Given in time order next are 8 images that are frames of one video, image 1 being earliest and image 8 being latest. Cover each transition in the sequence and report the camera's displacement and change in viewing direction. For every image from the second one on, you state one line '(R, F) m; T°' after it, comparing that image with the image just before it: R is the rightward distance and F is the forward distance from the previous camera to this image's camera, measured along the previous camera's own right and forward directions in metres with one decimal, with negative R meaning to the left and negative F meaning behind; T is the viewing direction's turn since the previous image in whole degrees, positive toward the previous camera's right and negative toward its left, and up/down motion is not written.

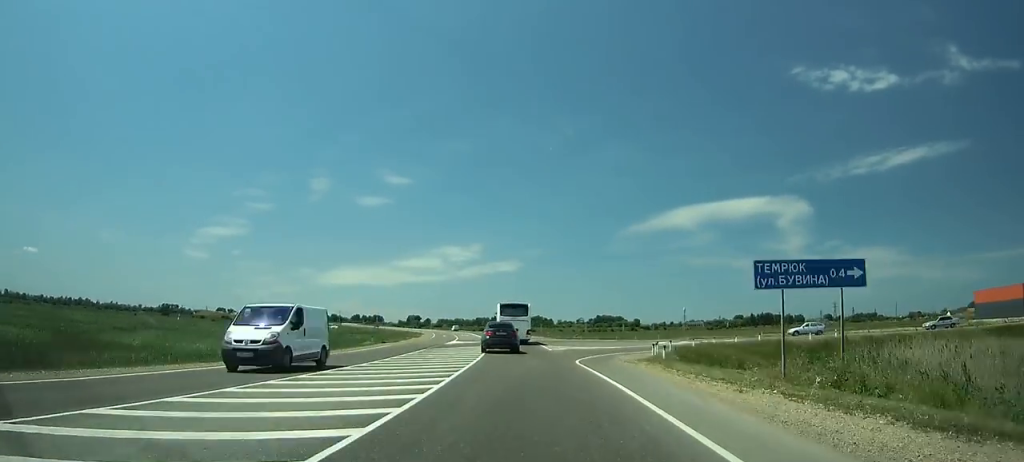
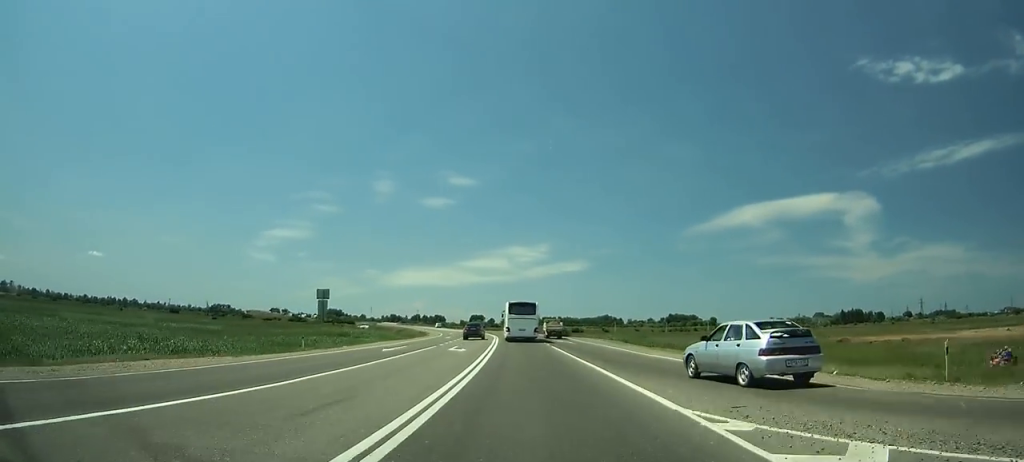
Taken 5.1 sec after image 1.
(-3.3, +68.9) m; -6°
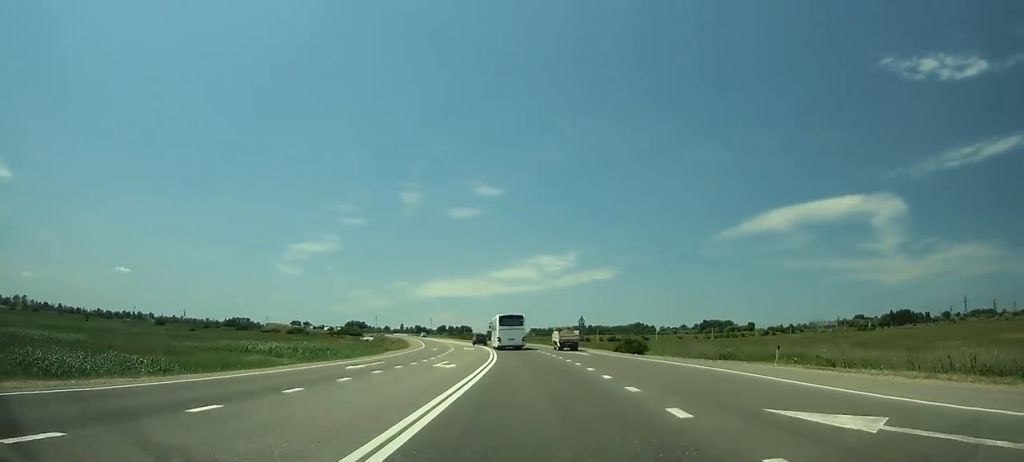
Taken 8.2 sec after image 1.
(-1.5, +45.6) m; -4°
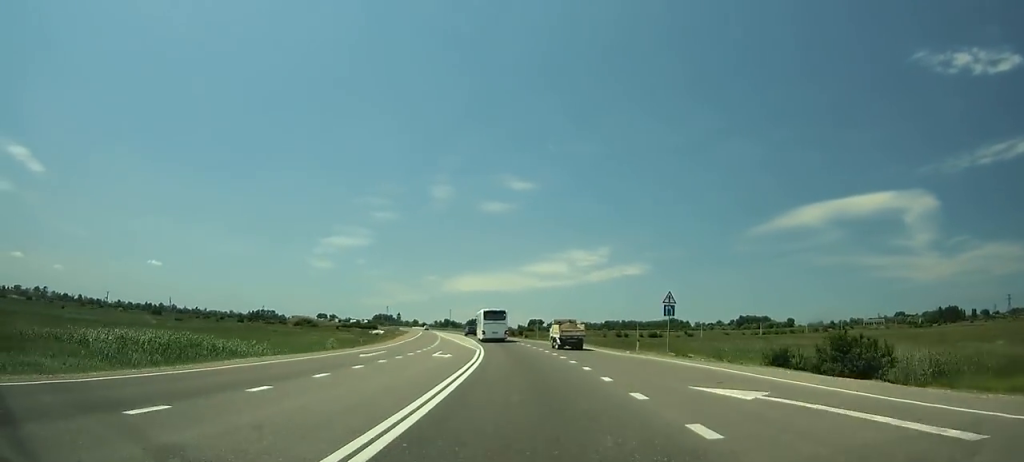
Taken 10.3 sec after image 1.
(-1.1, +33.5) m; -4°
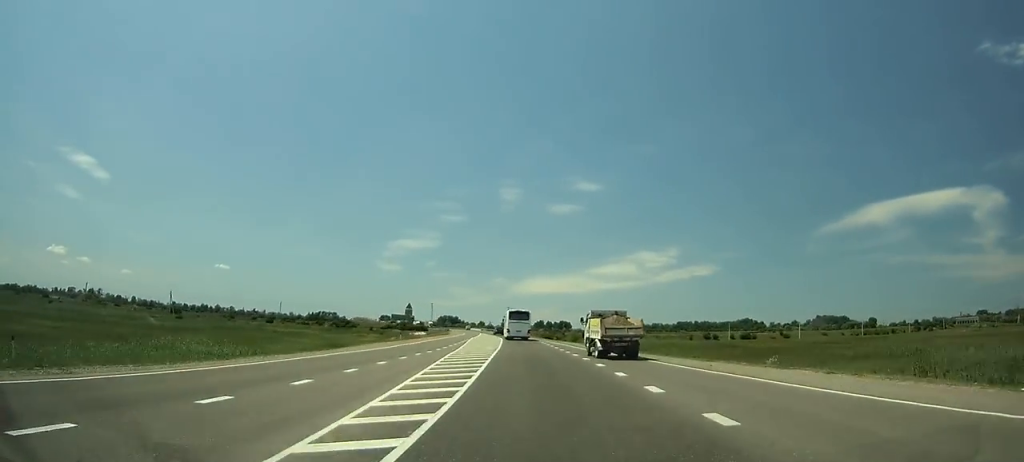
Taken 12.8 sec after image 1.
(-1.9, +42.1) m; -5°
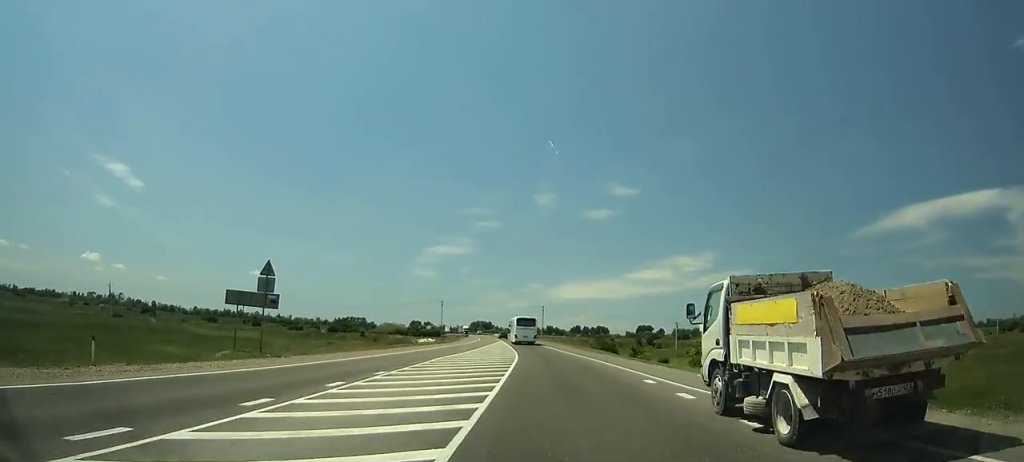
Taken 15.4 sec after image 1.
(-2.0, +46.8) m; -4°
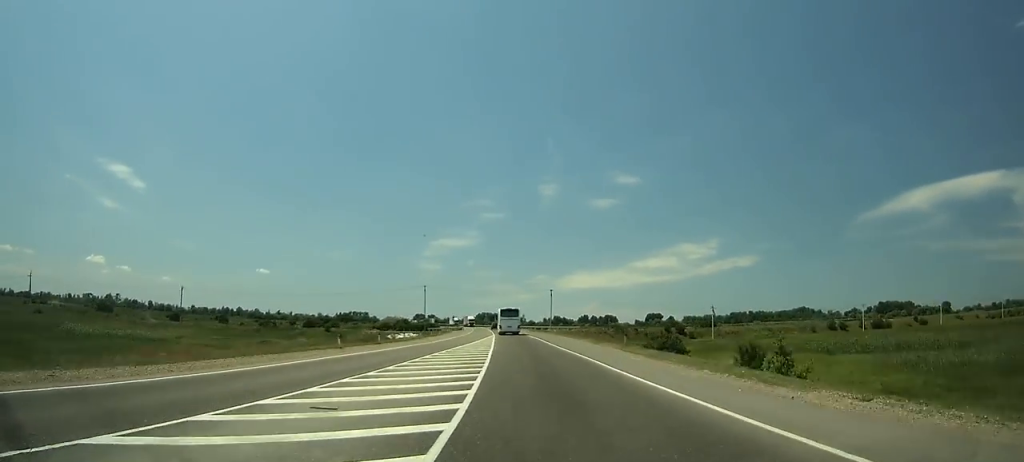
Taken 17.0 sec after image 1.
(-0.3, +30.1) m; -2°
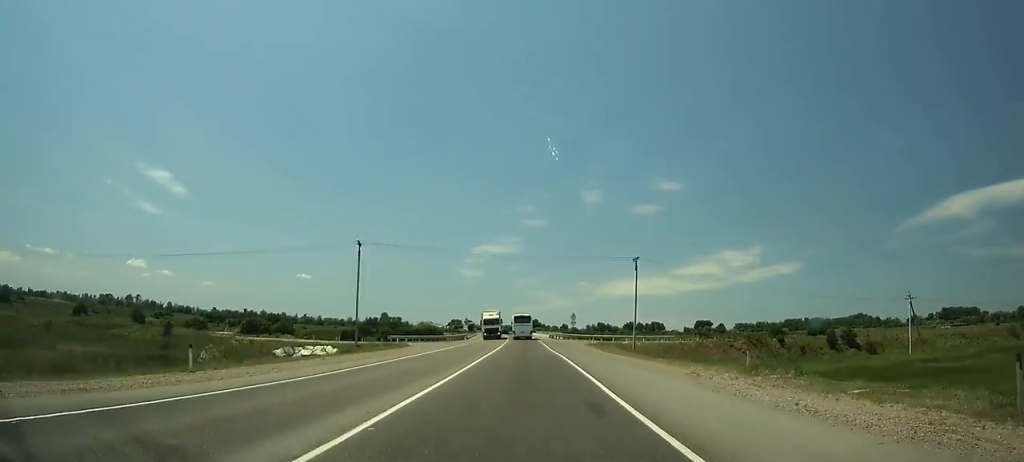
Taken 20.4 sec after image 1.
(-1.6, +67.4) m; -3°
